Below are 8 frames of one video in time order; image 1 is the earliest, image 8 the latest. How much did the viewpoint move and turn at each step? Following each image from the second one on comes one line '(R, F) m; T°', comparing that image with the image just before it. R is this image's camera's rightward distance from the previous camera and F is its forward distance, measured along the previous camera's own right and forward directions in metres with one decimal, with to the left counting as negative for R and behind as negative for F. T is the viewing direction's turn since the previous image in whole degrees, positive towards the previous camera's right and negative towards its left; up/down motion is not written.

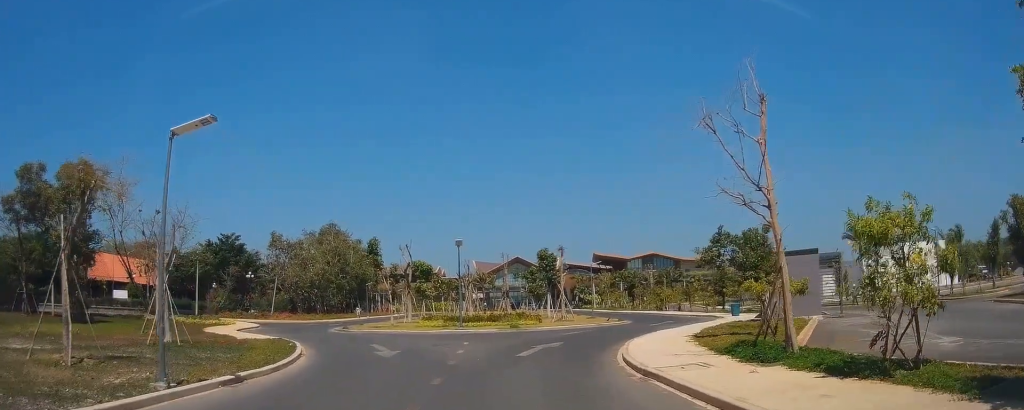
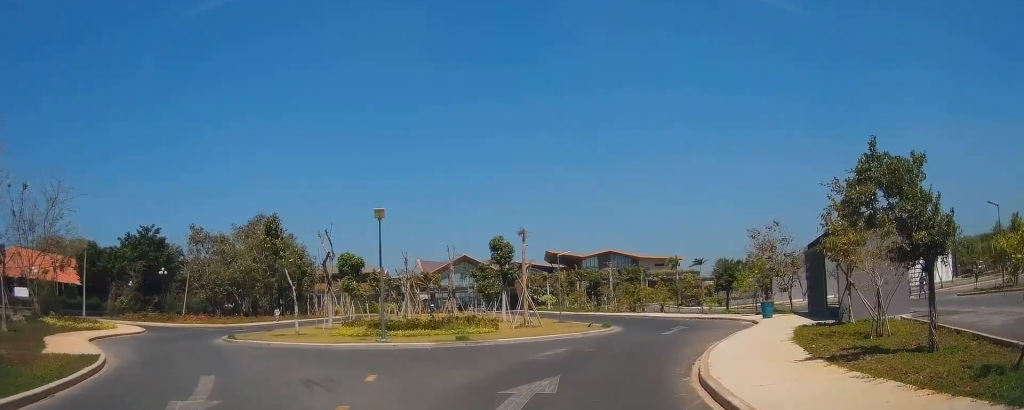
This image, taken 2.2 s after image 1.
(+0.9, +11.2) m; +8°
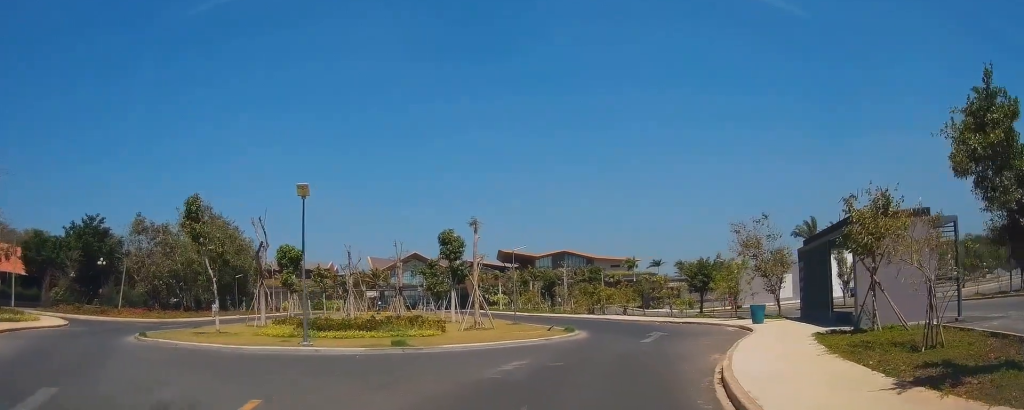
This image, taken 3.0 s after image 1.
(-0.3, +4.2) m; 0°
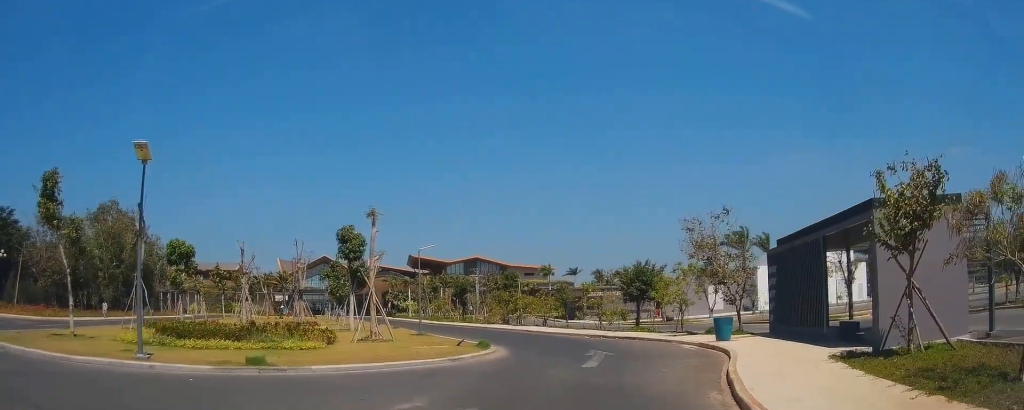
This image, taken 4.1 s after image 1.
(+0.4, +5.4) m; +9°
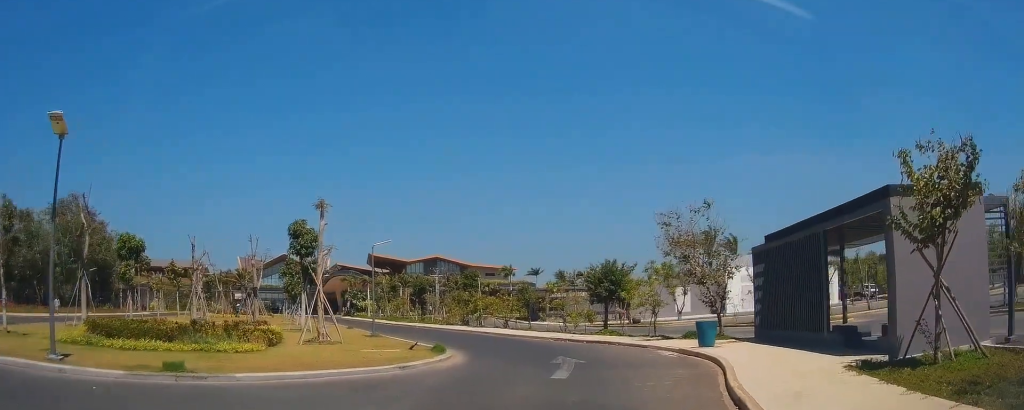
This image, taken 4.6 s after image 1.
(+0.2, +2.2) m; +2°
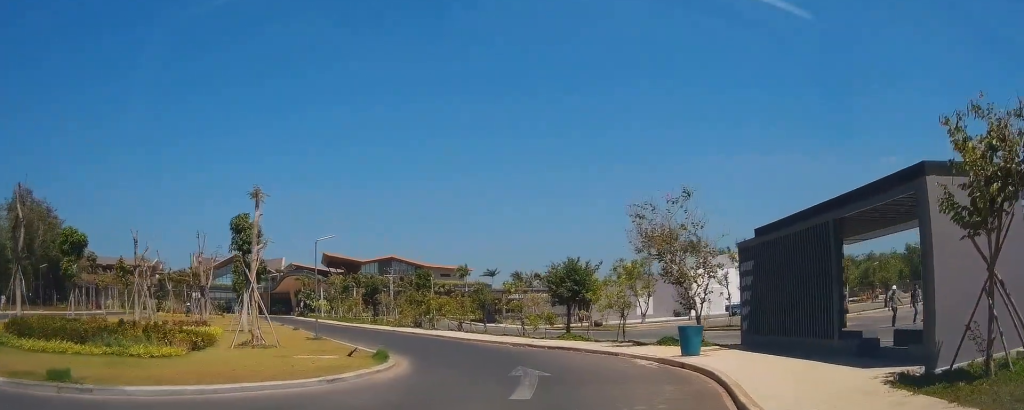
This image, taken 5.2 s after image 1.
(+0.1, +2.7) m; +3°
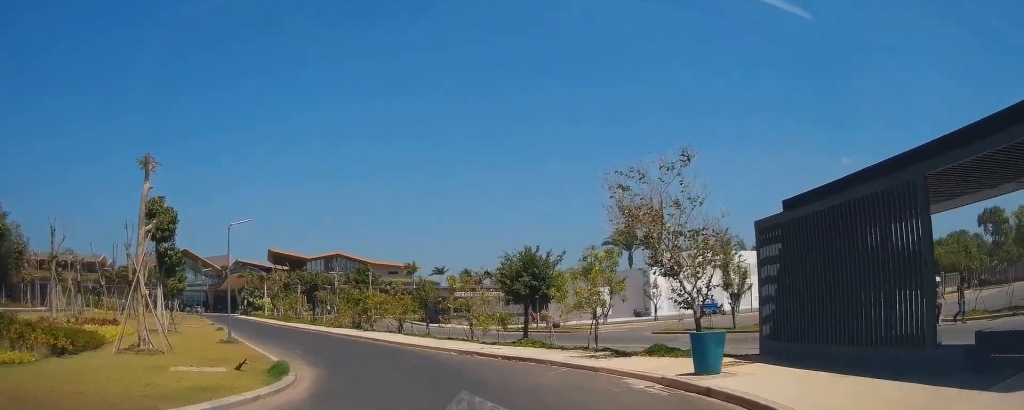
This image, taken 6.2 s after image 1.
(+0.1, +4.9) m; +3°
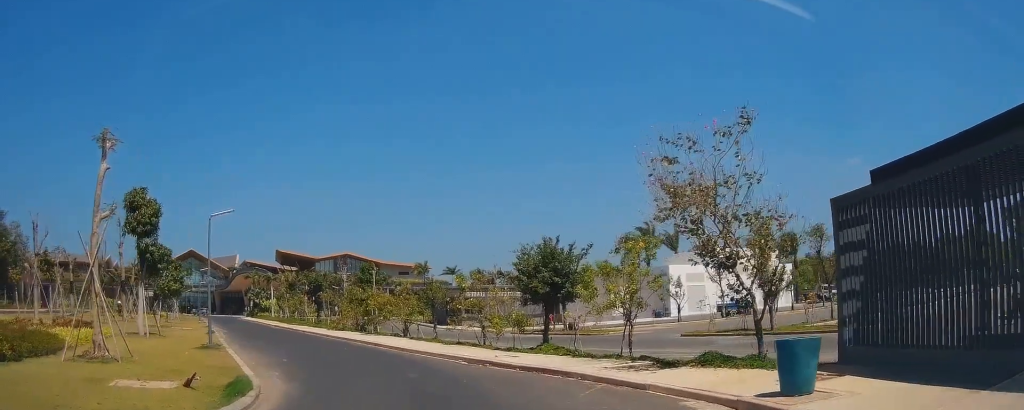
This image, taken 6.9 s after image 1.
(+0.2, +3.0) m; 0°
